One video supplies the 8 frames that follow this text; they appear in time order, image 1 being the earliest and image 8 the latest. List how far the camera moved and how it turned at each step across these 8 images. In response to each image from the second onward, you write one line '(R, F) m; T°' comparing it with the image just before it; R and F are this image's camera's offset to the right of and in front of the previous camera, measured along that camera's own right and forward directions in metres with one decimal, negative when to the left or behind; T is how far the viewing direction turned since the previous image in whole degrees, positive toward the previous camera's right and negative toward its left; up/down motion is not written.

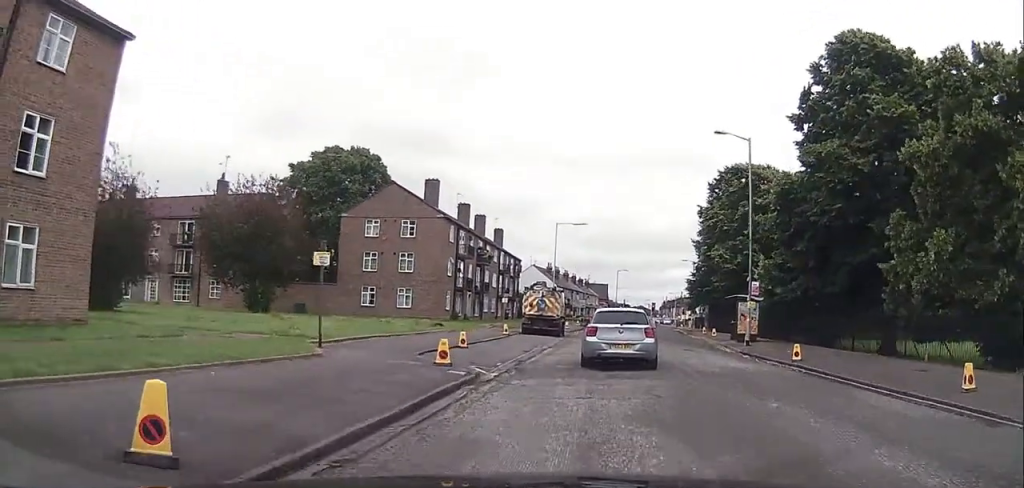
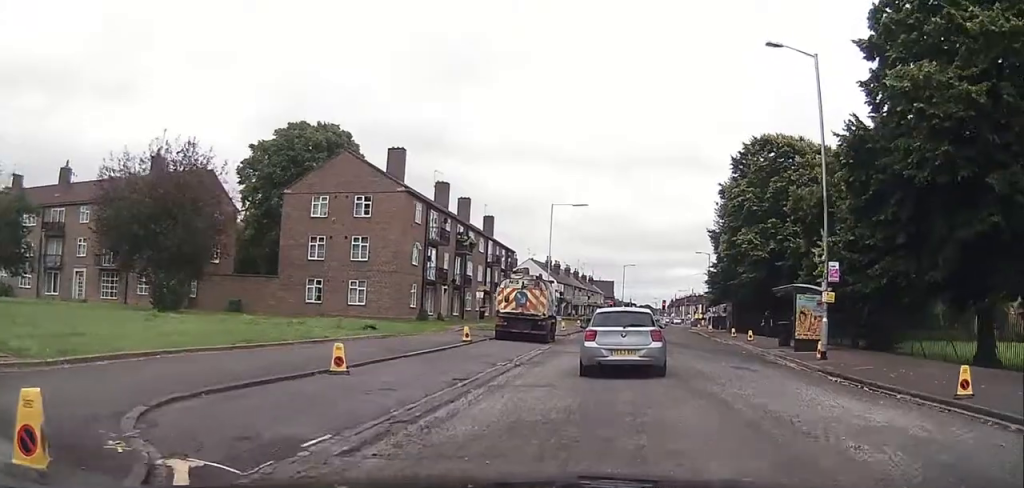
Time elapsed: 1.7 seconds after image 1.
(-0.7, +11.3) m; -3°
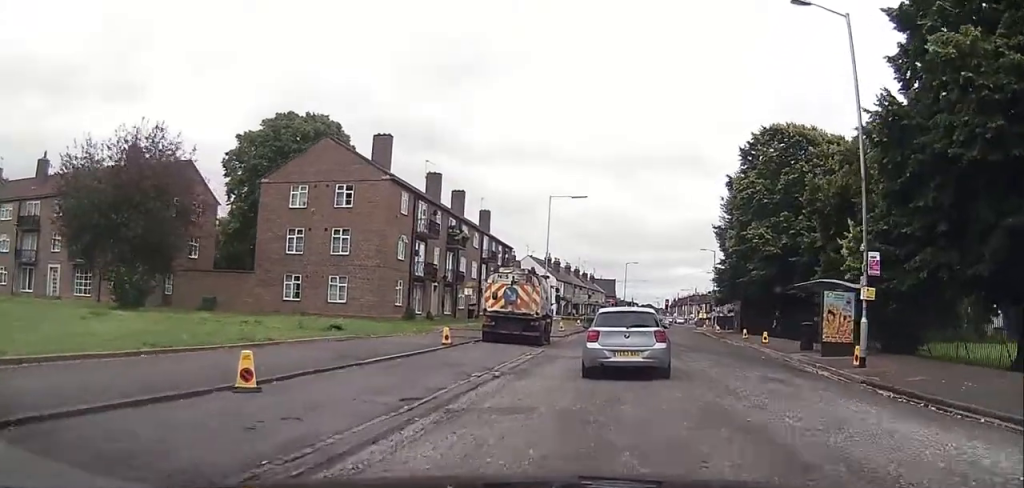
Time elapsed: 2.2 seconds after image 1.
(+0.2, +3.4) m; +2°
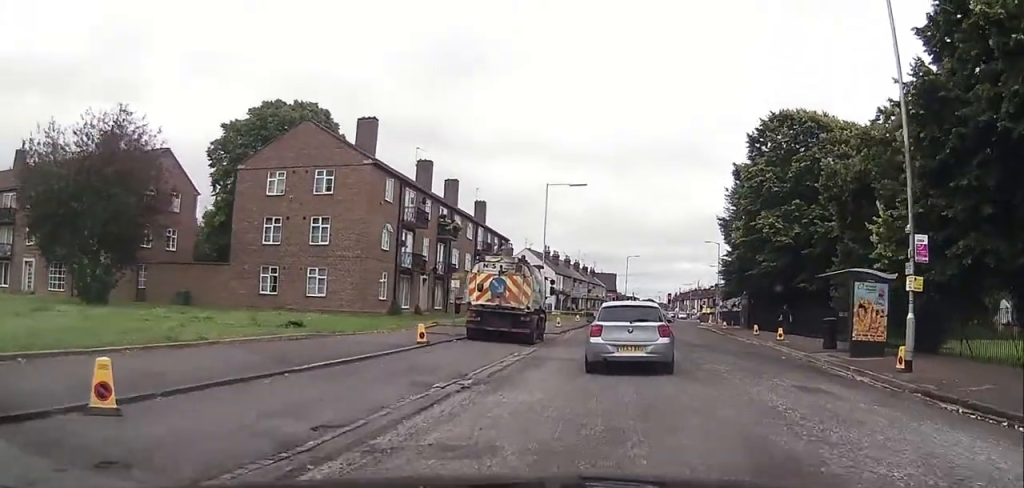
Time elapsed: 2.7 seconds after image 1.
(+0.1, +3.1) m; +2°
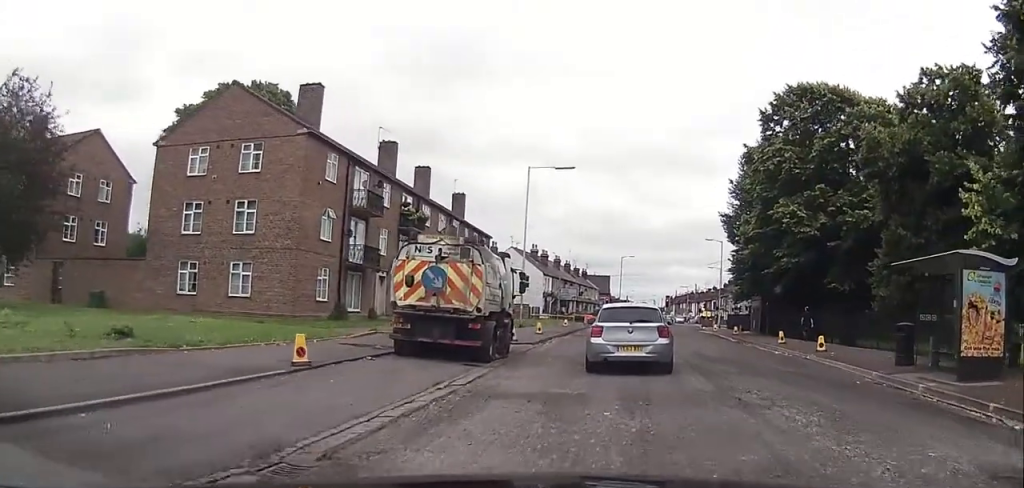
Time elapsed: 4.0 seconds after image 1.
(0.0, +7.5) m; 0°
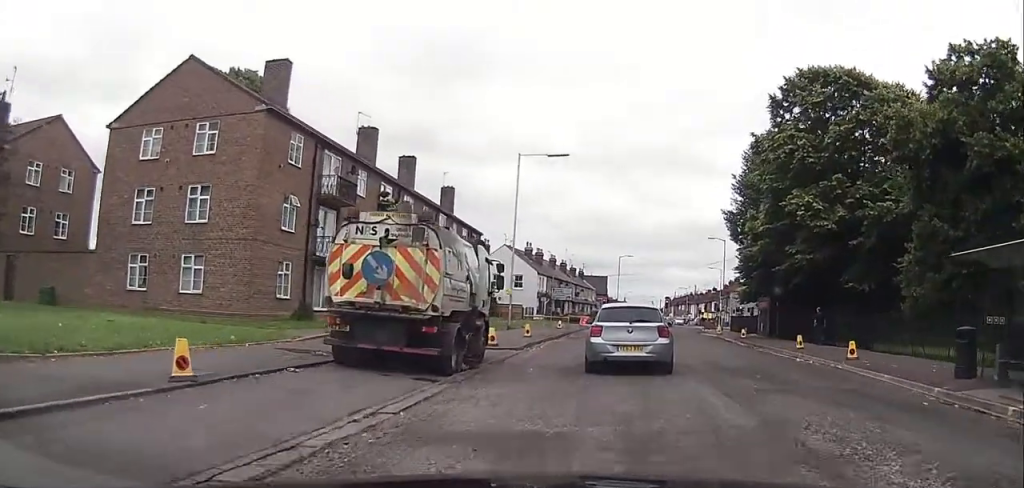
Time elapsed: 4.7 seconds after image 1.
(0.0, +3.5) m; 0°
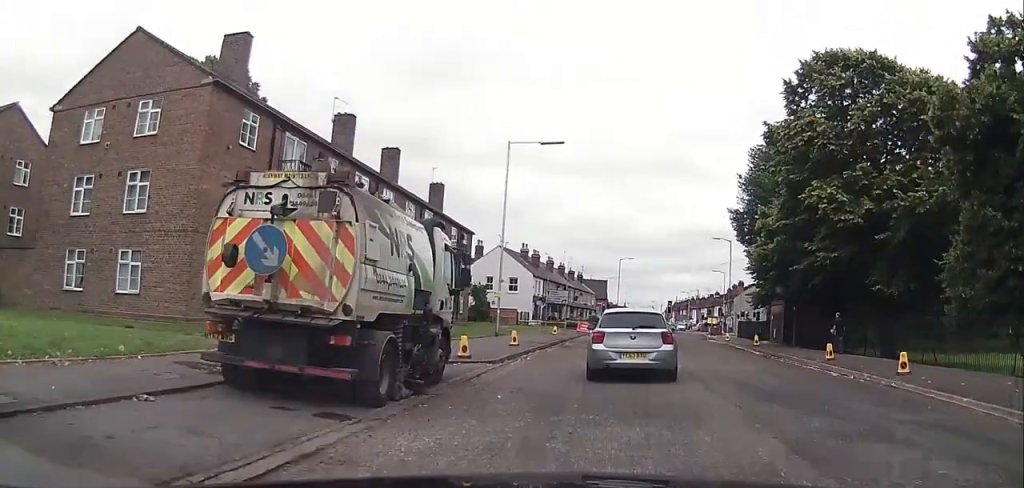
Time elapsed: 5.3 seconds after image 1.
(0.0, +3.8) m; 0°
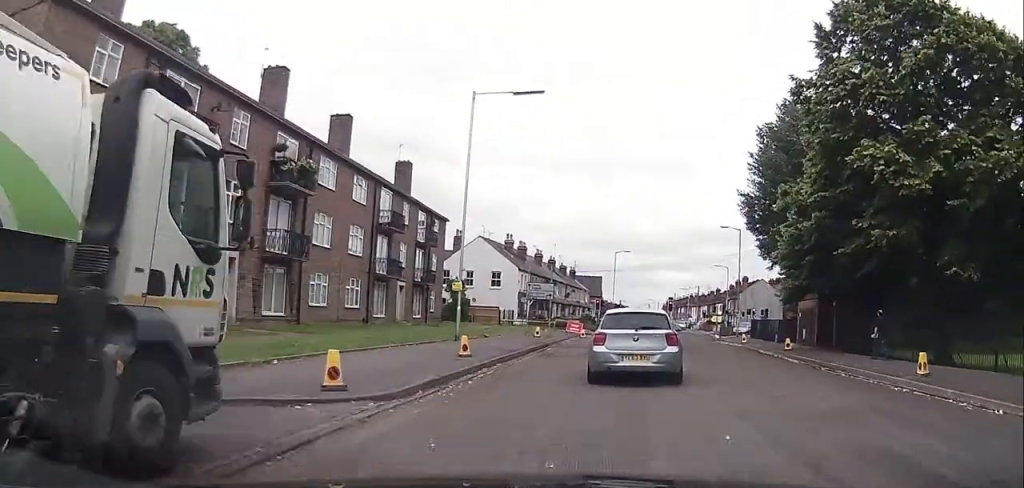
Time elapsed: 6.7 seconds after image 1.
(+0.1, +7.9) m; 0°
